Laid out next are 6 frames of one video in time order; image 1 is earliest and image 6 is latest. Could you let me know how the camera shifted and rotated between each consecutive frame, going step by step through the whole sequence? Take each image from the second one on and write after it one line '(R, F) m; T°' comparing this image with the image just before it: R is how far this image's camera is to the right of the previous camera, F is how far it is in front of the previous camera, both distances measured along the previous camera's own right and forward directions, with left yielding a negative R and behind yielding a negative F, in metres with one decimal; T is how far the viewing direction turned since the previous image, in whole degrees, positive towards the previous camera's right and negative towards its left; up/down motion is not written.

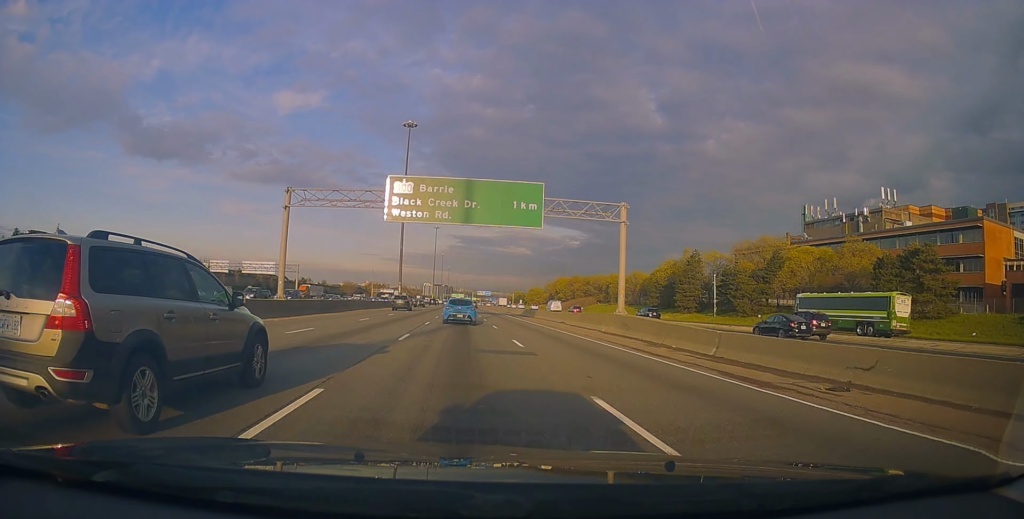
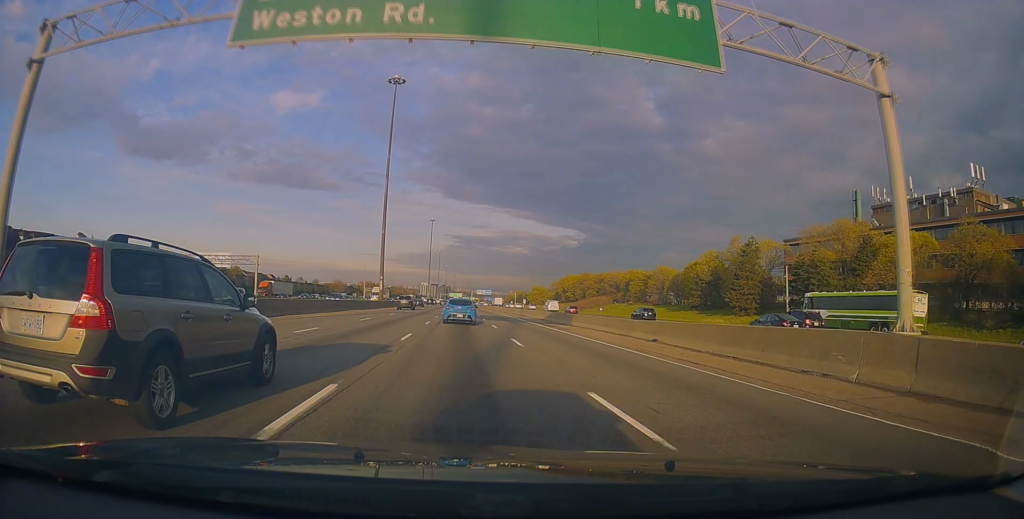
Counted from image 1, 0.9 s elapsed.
(+0.6, +23.4) m; +1°
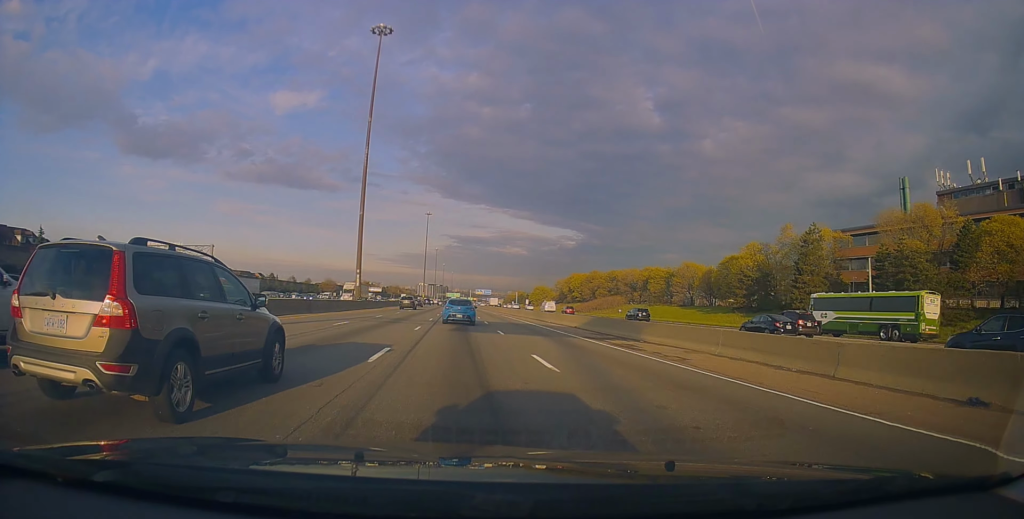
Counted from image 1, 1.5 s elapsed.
(-0.2, +18.3) m; 0°
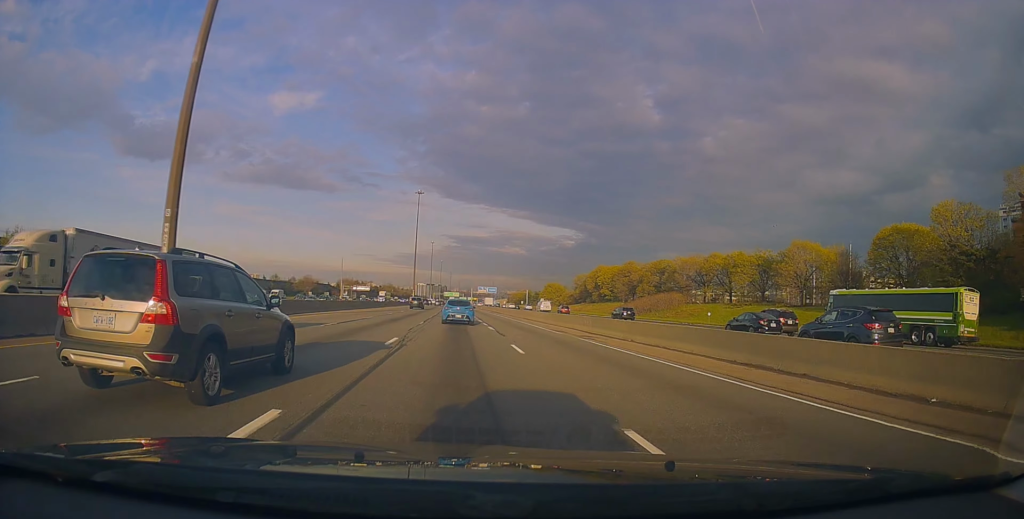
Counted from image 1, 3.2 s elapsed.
(-0.4, +45.4) m; -1°
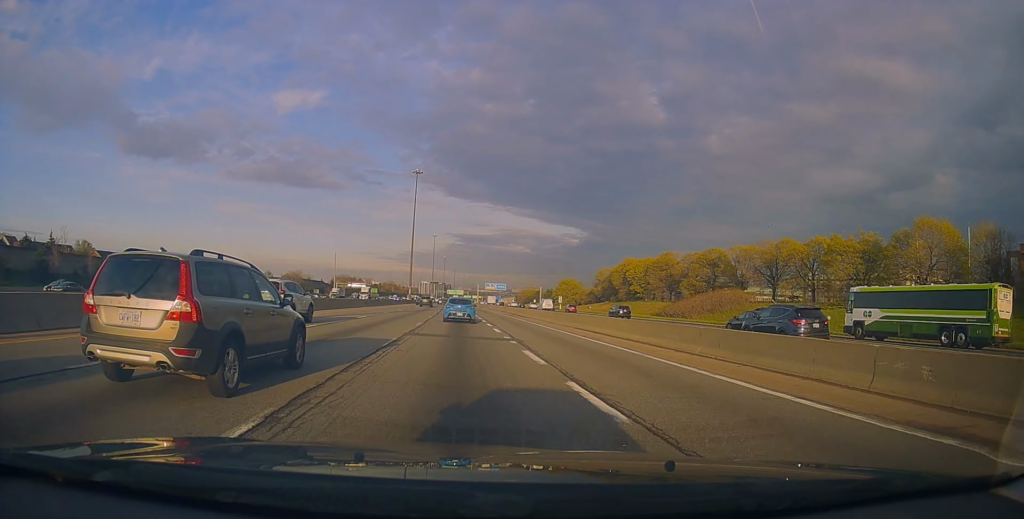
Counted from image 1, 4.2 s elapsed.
(0.0, +27.3) m; +1°
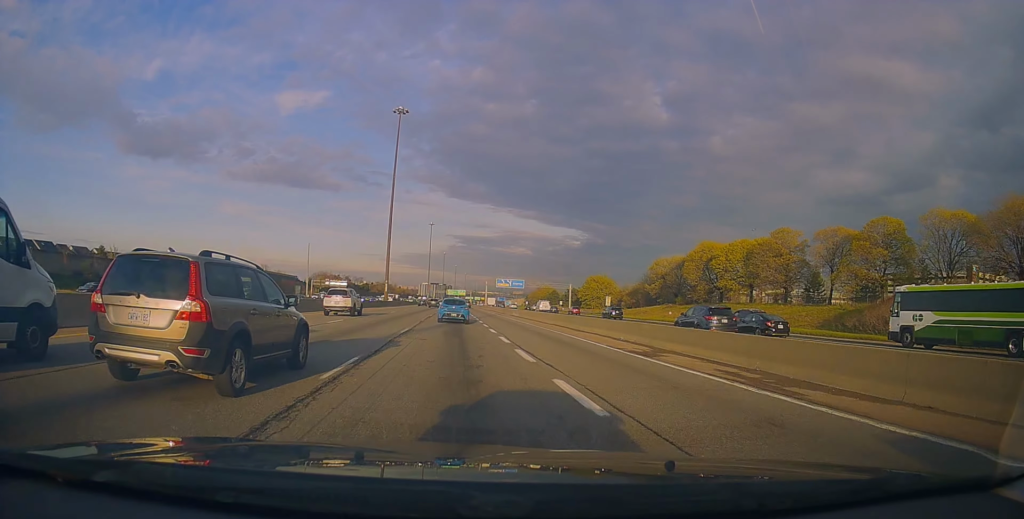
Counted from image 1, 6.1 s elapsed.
(-0.1, +53.2) m; -1°
